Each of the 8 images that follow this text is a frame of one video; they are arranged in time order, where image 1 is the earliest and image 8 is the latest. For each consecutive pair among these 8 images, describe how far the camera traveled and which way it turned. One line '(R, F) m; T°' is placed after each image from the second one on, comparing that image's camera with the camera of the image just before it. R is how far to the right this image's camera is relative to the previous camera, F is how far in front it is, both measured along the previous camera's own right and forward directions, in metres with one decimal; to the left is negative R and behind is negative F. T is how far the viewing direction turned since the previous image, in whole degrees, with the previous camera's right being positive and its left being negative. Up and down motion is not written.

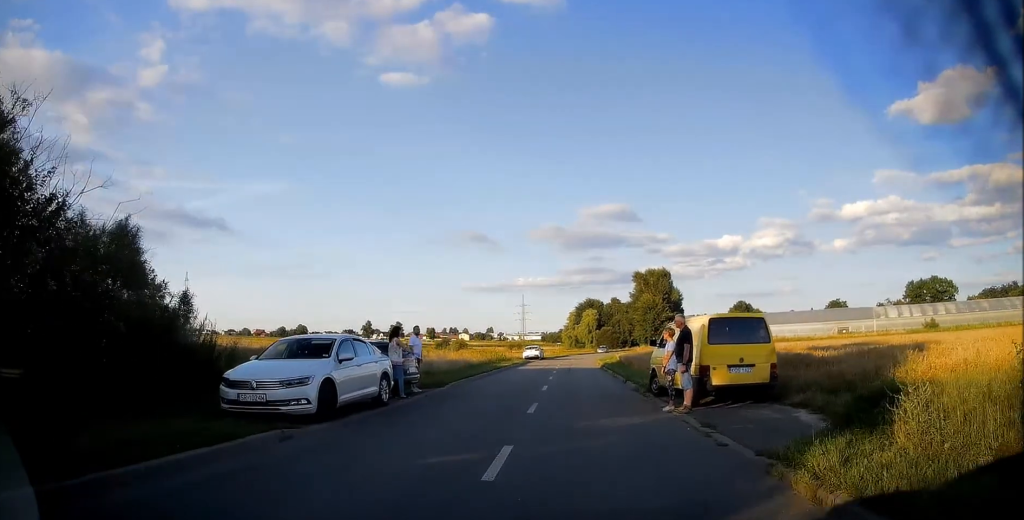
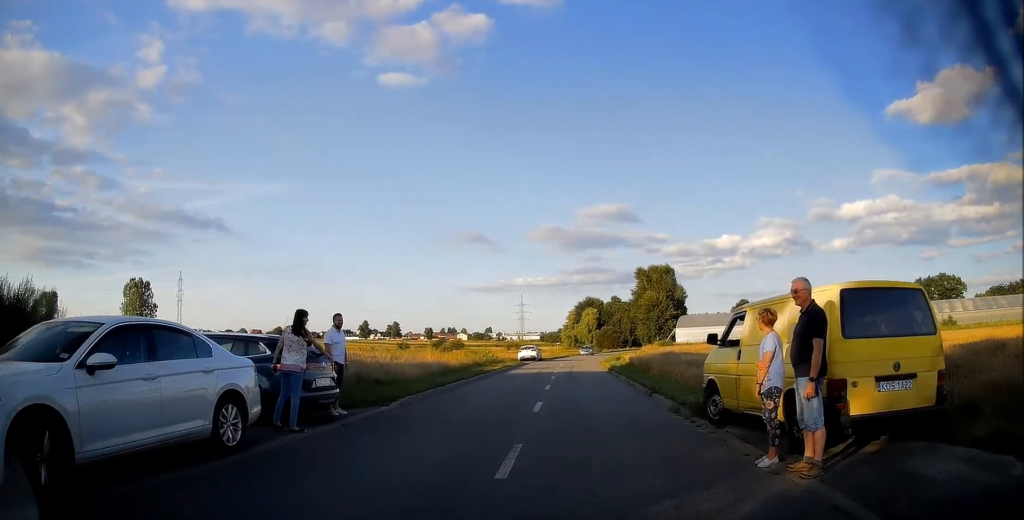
(-0.1, +6.3) m; +2°
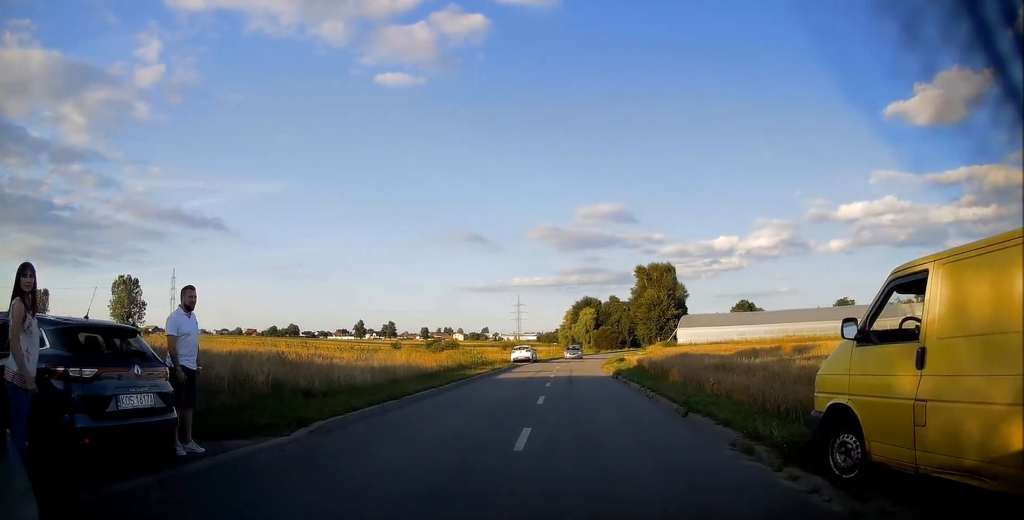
(+0.2, +4.9) m; +2°
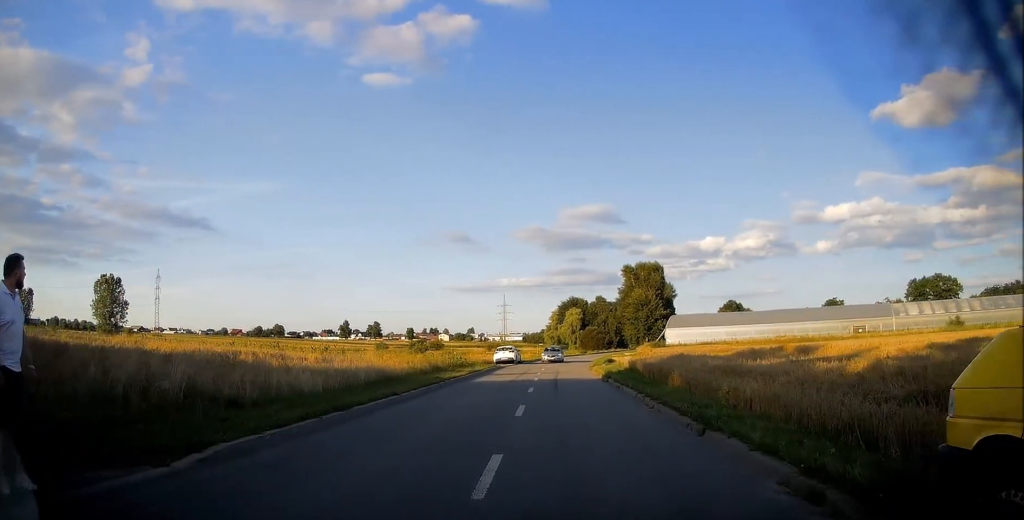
(0.0, +2.6) m; 0°
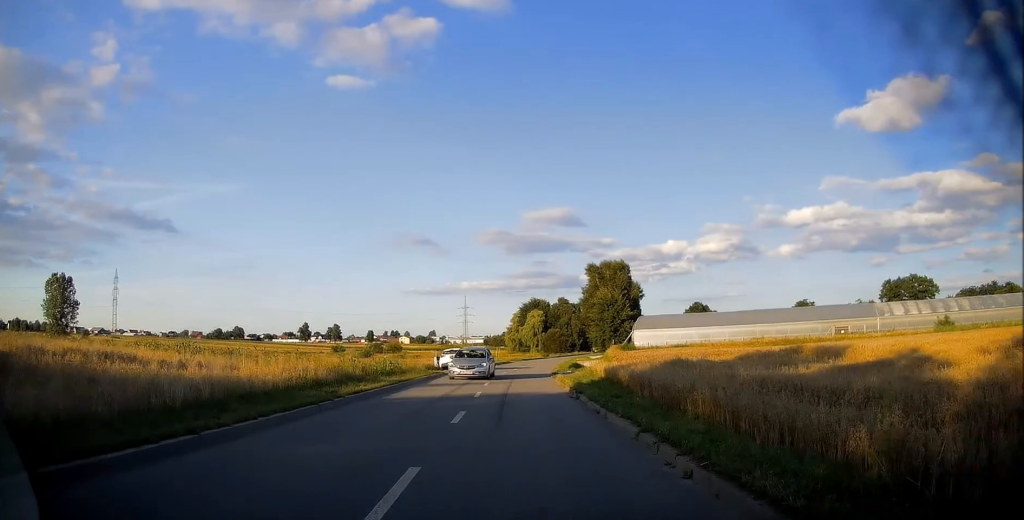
(-0.1, +7.4) m; +1°
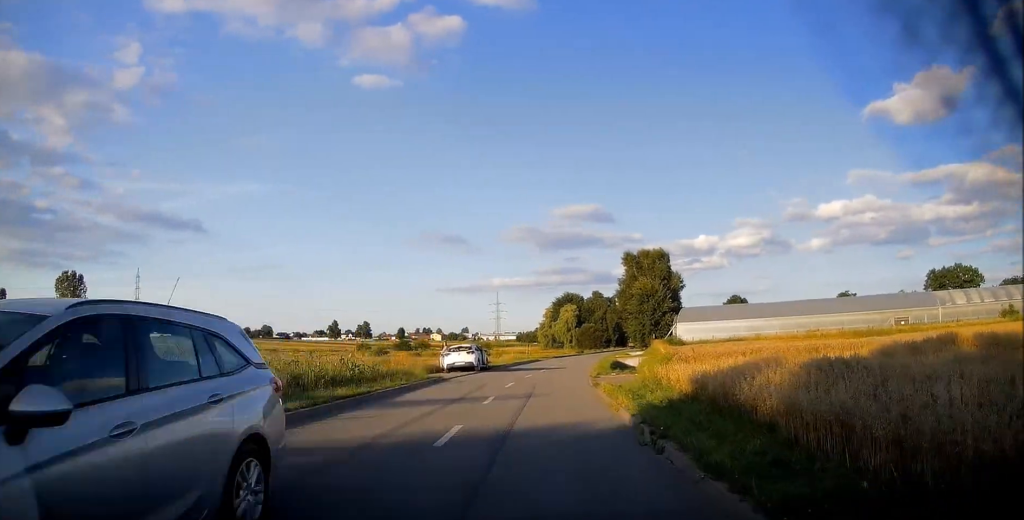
(+0.3, +8.1) m; +1°
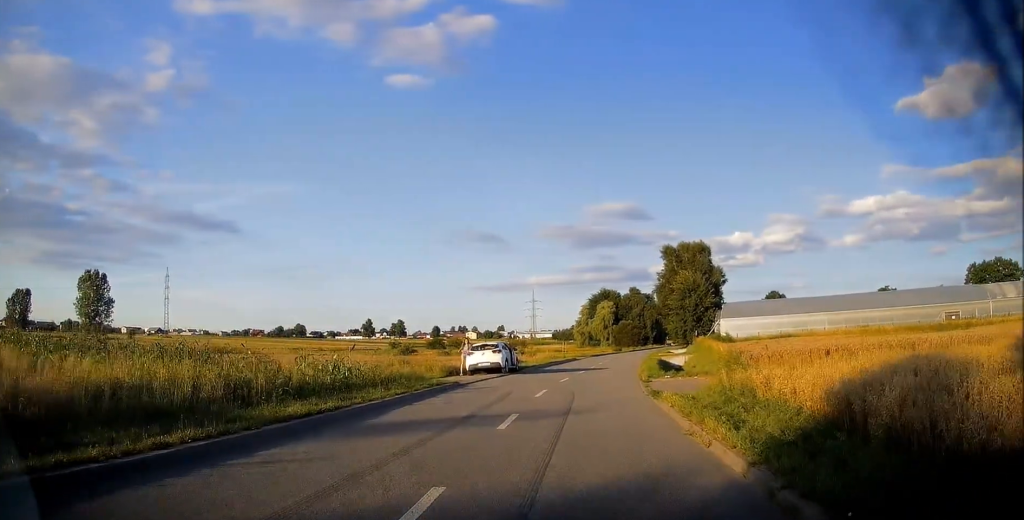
(-0.1, +4.2) m; -4°
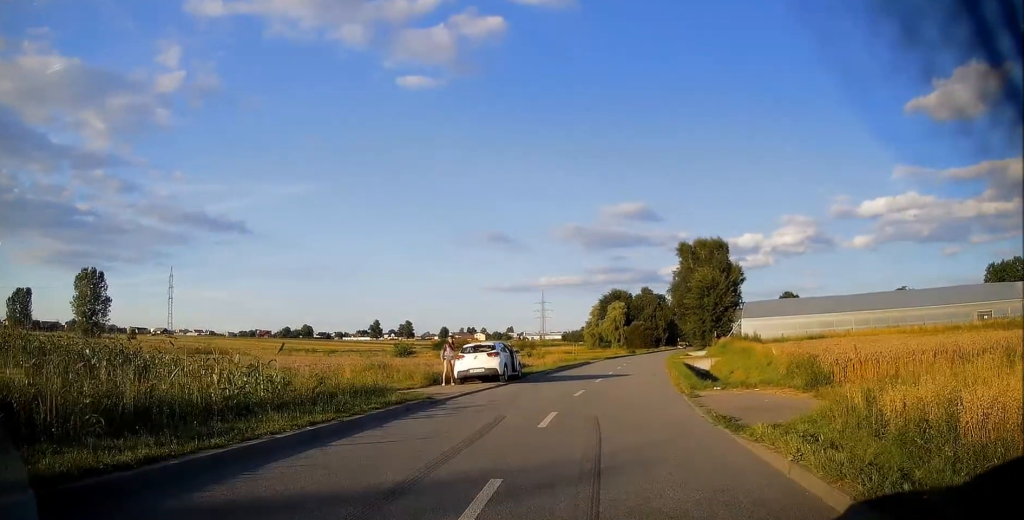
(-0.3, +5.4) m; -2°
